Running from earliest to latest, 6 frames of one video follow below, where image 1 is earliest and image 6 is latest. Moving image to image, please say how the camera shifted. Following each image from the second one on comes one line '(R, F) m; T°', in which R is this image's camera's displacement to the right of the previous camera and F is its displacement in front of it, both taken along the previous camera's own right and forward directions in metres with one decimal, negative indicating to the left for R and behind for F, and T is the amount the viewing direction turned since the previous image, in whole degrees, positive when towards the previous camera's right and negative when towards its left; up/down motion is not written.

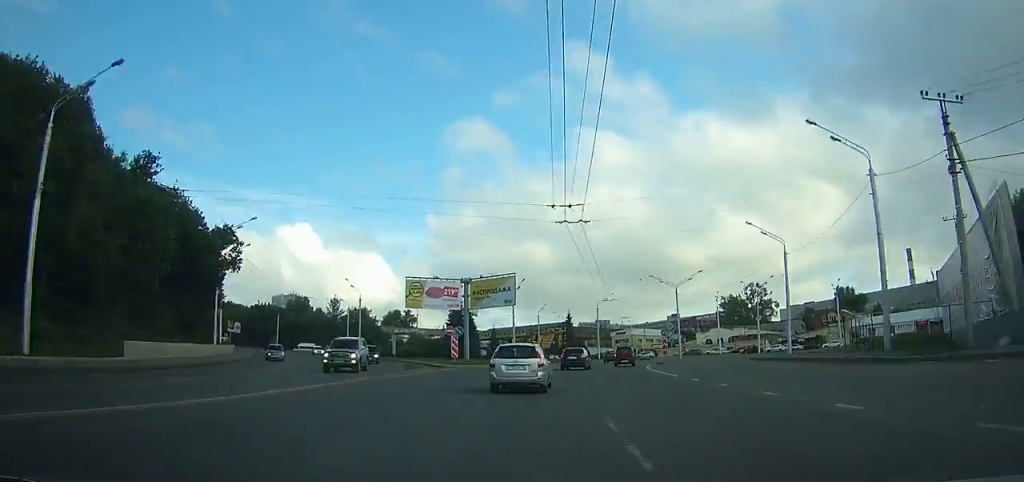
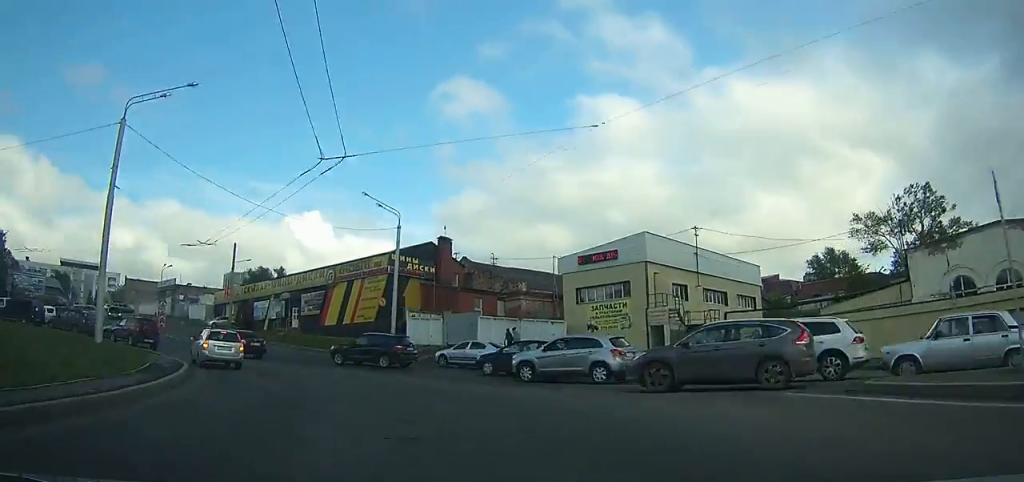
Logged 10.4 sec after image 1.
(+12.2, +115.9) m; -5°
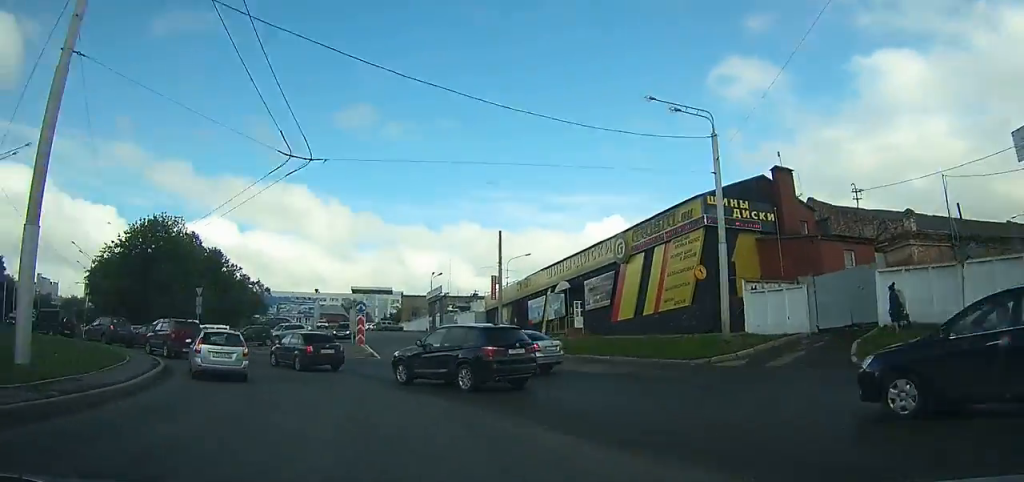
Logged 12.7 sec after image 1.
(-1.6, +17.4) m; -19°
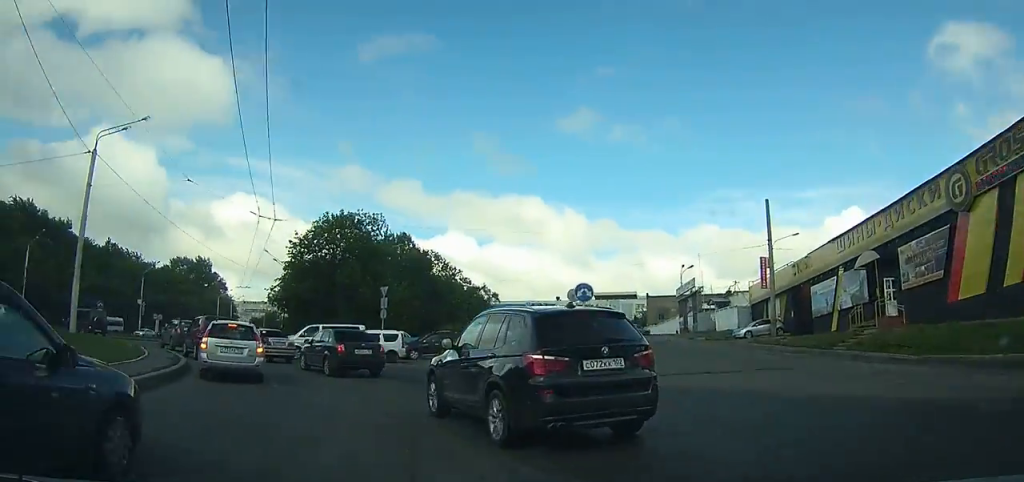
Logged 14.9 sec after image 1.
(-3.6, +11.7) m; -25°
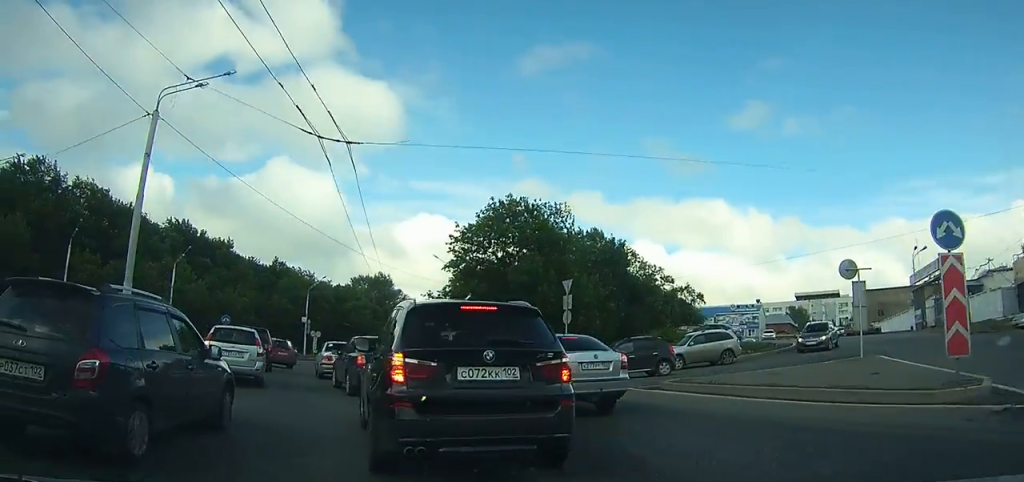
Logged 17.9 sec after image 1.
(-4.1, +12.4) m; -36°
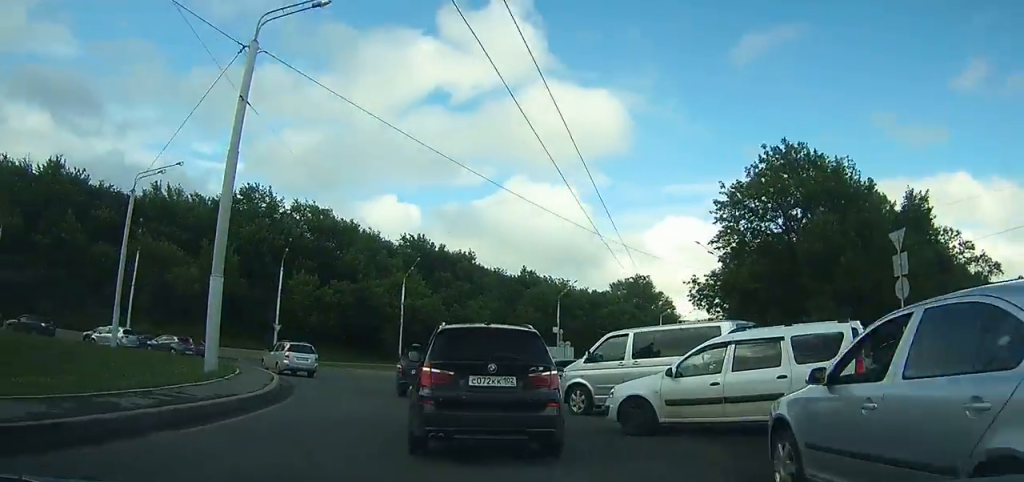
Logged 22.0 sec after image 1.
(-5.7, +16.2) m; -24°
